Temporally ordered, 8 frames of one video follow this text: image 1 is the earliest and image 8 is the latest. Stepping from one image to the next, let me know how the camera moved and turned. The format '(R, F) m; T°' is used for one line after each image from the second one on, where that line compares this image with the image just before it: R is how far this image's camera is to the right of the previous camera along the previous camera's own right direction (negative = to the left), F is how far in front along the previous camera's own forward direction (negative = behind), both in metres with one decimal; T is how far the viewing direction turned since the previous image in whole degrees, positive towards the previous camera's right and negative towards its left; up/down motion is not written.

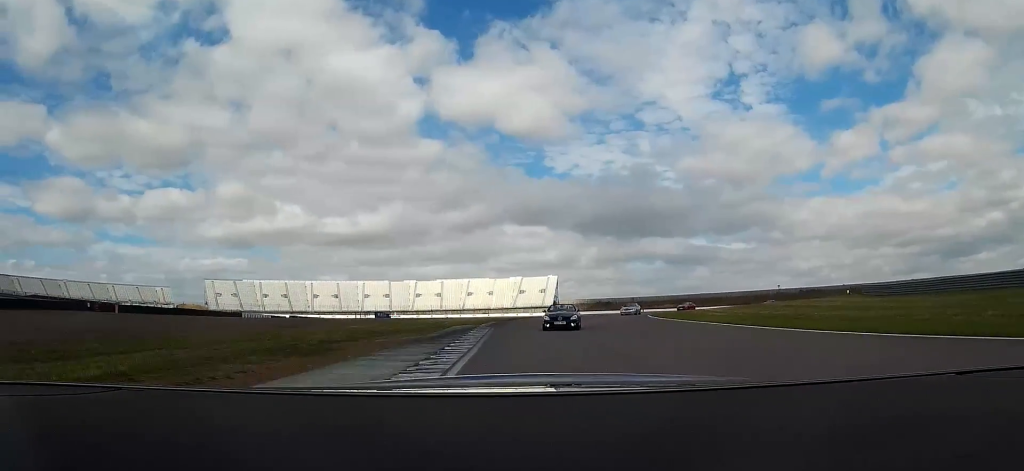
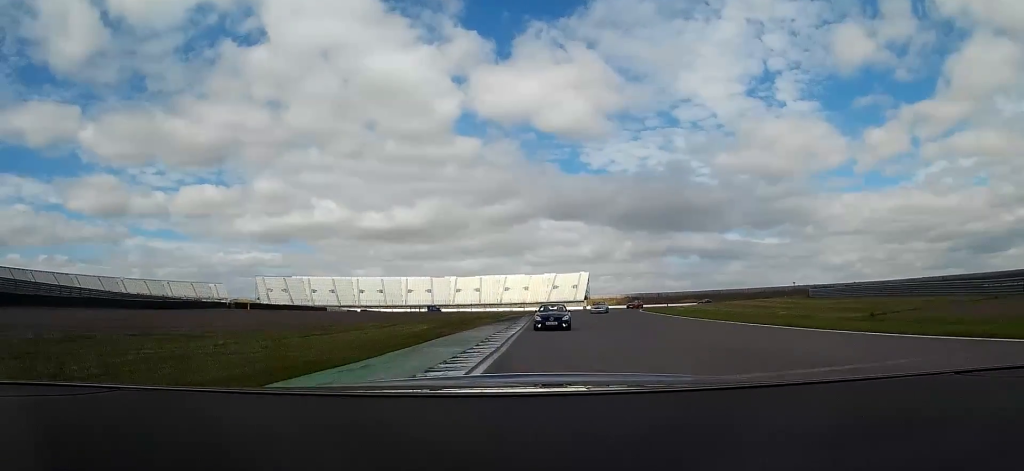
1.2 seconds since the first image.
(-0.9, +24.3) m; -4°
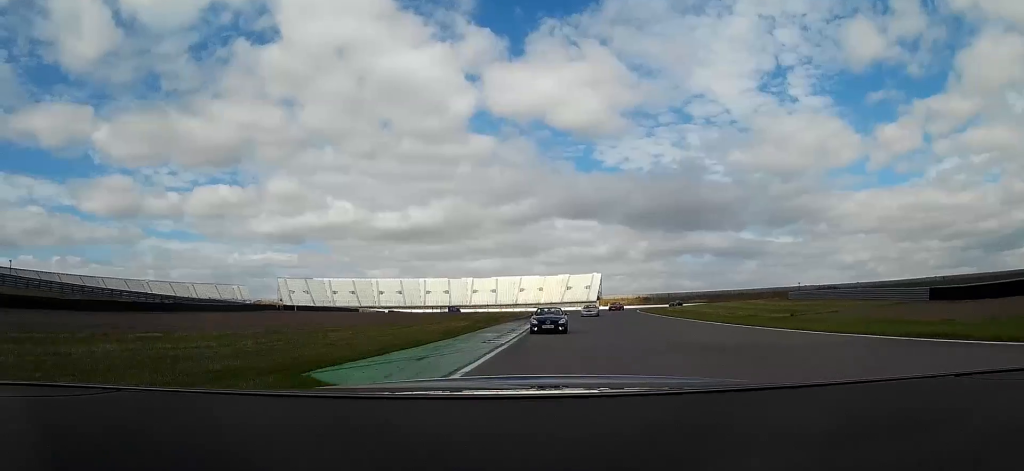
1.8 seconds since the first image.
(-0.2, +12.4) m; -2°
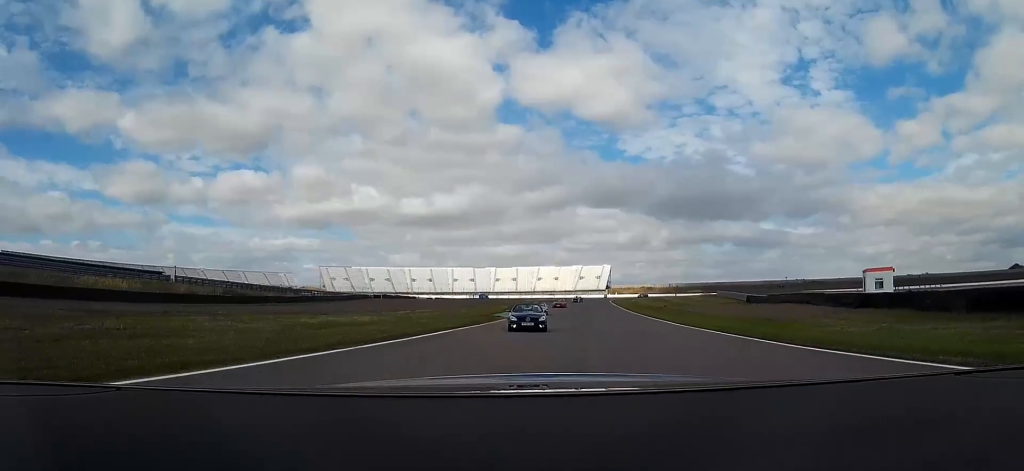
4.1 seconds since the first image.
(-3.0, +46.9) m; -6°
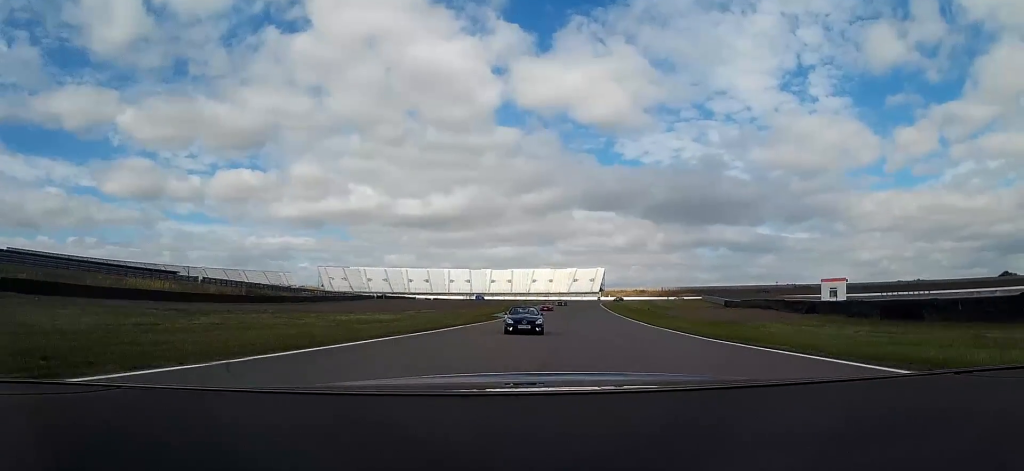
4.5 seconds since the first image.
(-0.1, +8.1) m; 0°
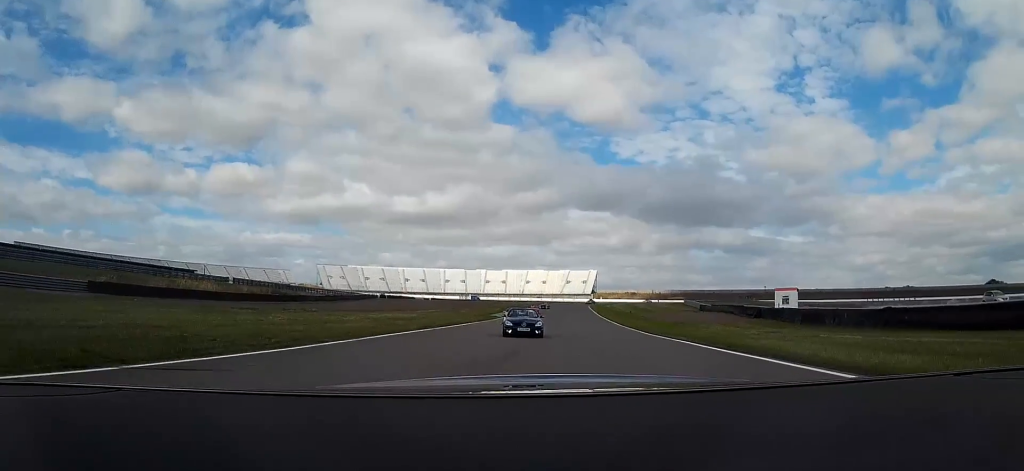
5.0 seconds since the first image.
(+0.1, +10.3) m; +1°
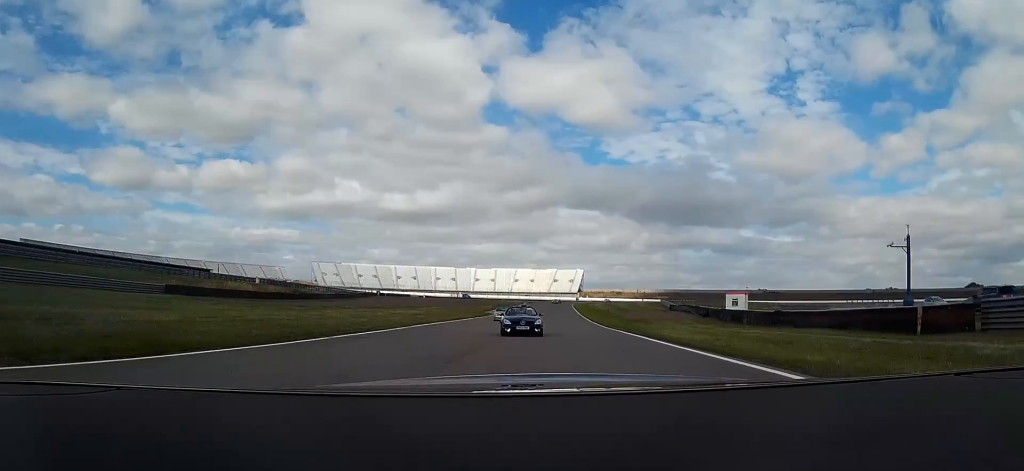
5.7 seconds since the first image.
(+0.1, +13.4) m; +1°
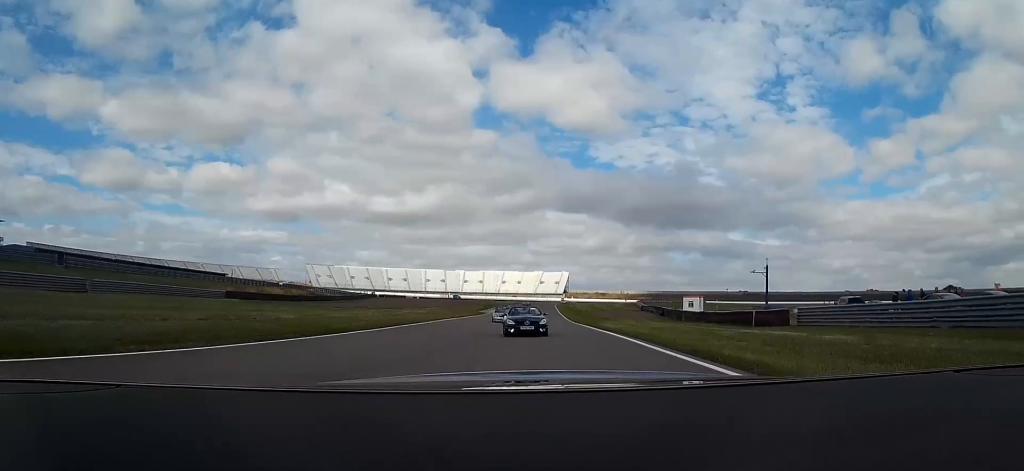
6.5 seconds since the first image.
(+0.3, +15.8) m; +2°
